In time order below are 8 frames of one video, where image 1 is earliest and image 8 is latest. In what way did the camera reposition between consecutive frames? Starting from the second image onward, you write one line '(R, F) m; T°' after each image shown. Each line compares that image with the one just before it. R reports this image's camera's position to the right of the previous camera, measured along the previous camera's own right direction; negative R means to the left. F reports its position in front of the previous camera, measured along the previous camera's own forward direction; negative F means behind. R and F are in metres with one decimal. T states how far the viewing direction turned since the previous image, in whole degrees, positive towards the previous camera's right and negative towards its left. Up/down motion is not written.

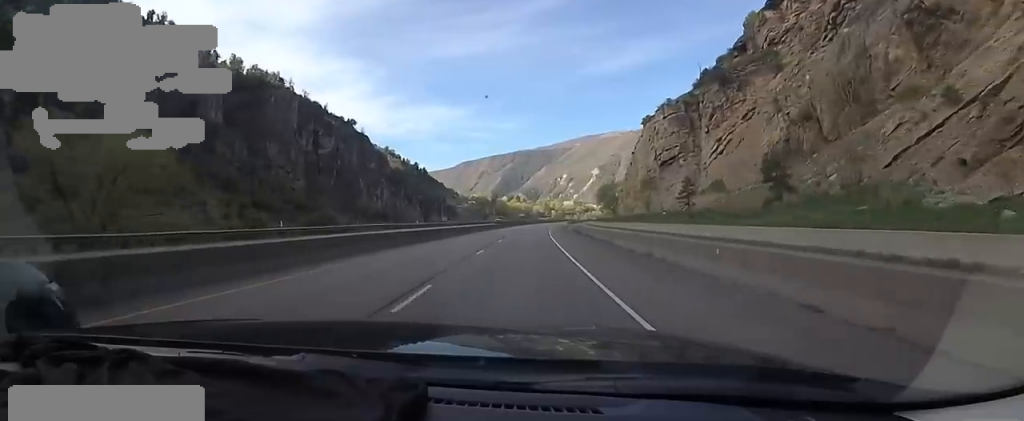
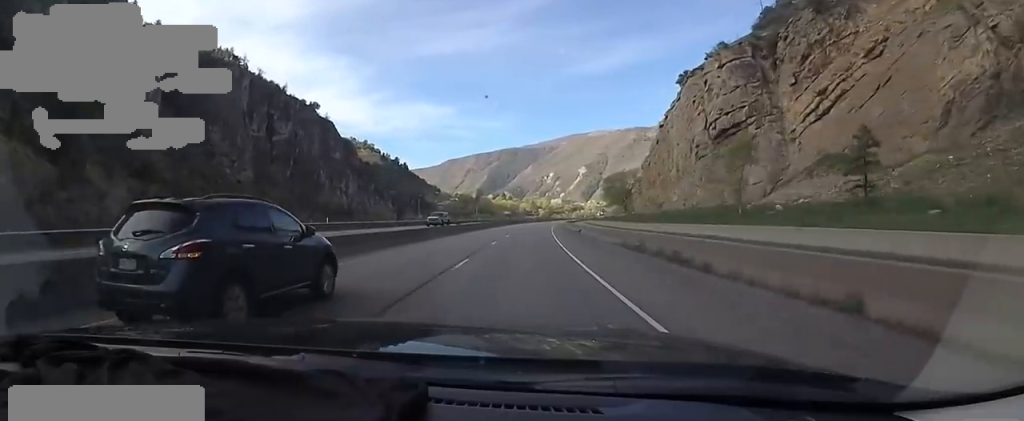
(-0.5, +29.9) m; 0°
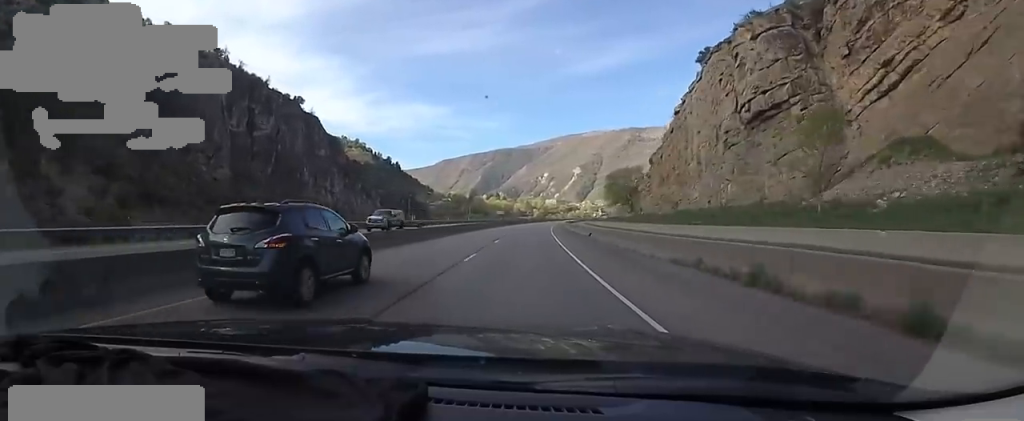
(+0.2, +10.2) m; +1°
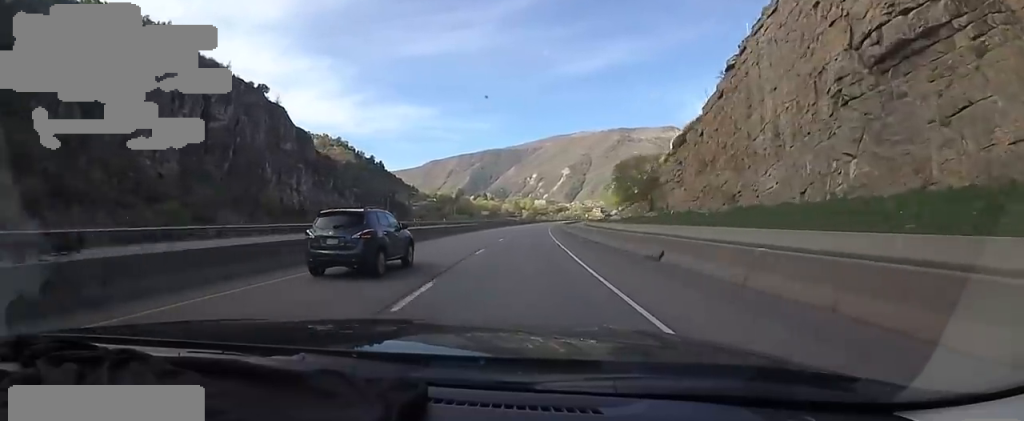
(+0.5, +20.4) m; +2°
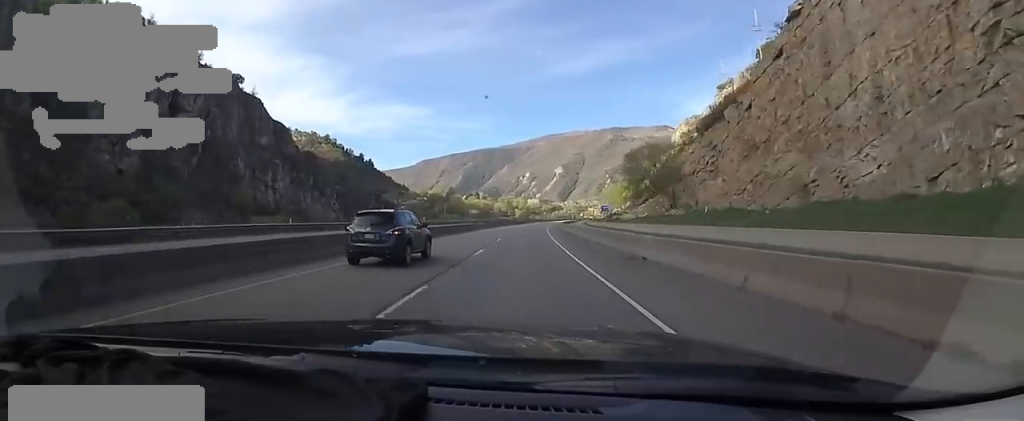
(0.0, +12.7) m; +1°
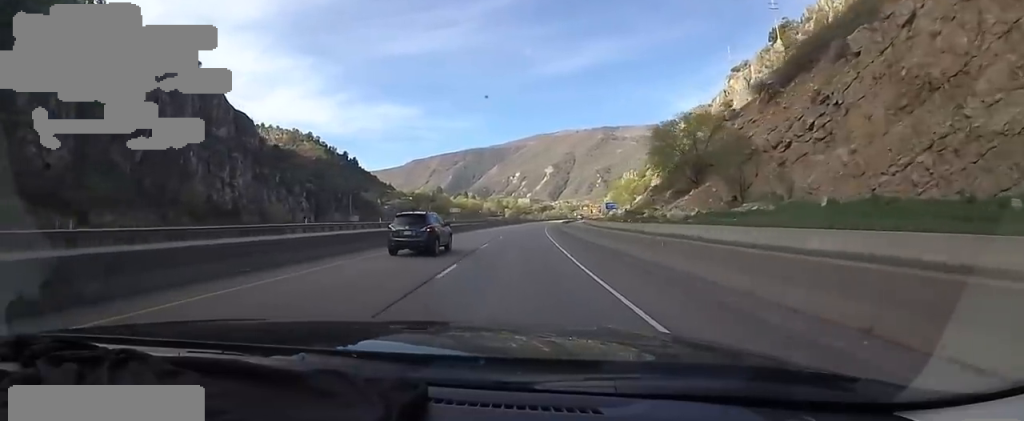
(+0.3, +19.4) m; +2°
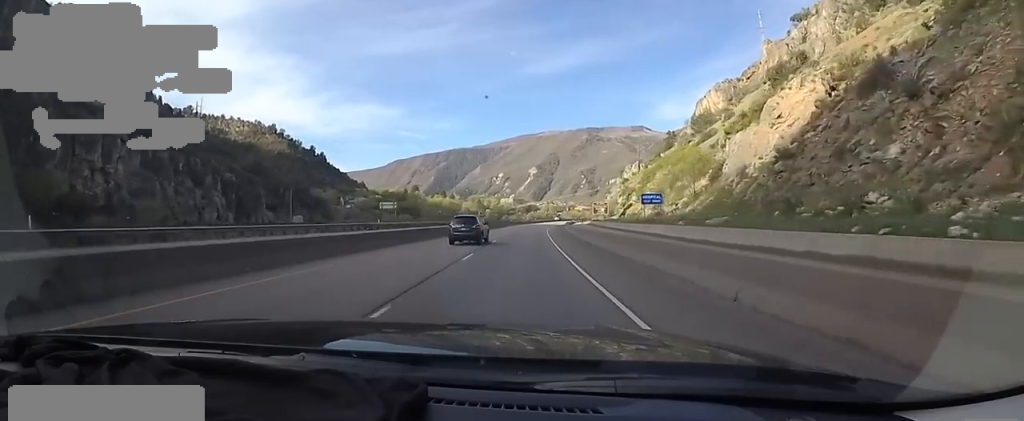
(+1.1, +43.4) m; +3°
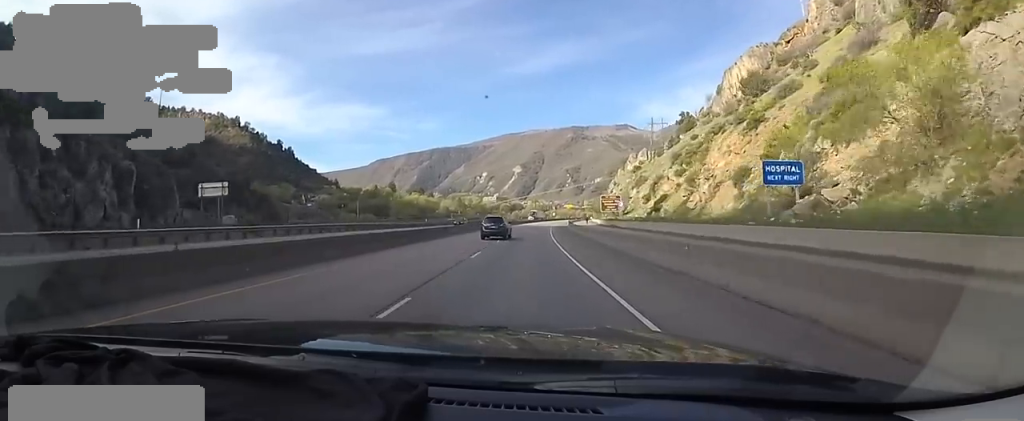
(+0.4, +36.2) m; 0°
